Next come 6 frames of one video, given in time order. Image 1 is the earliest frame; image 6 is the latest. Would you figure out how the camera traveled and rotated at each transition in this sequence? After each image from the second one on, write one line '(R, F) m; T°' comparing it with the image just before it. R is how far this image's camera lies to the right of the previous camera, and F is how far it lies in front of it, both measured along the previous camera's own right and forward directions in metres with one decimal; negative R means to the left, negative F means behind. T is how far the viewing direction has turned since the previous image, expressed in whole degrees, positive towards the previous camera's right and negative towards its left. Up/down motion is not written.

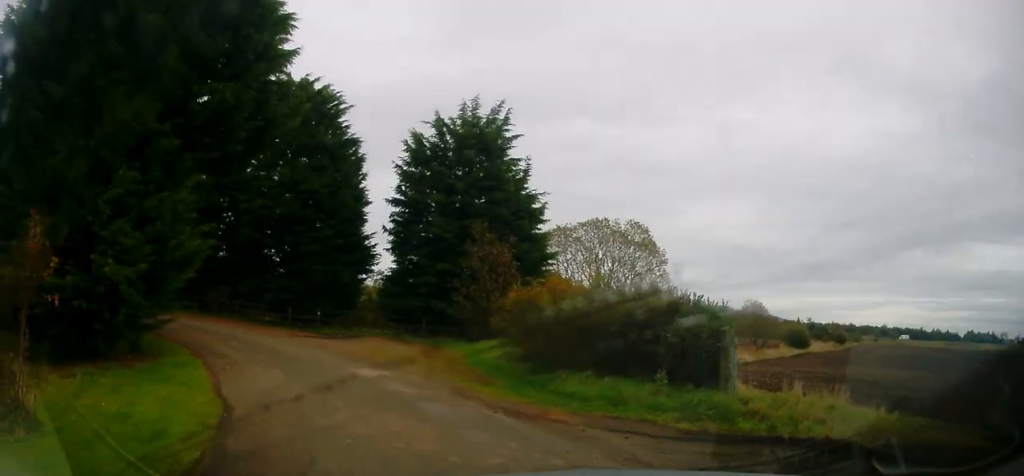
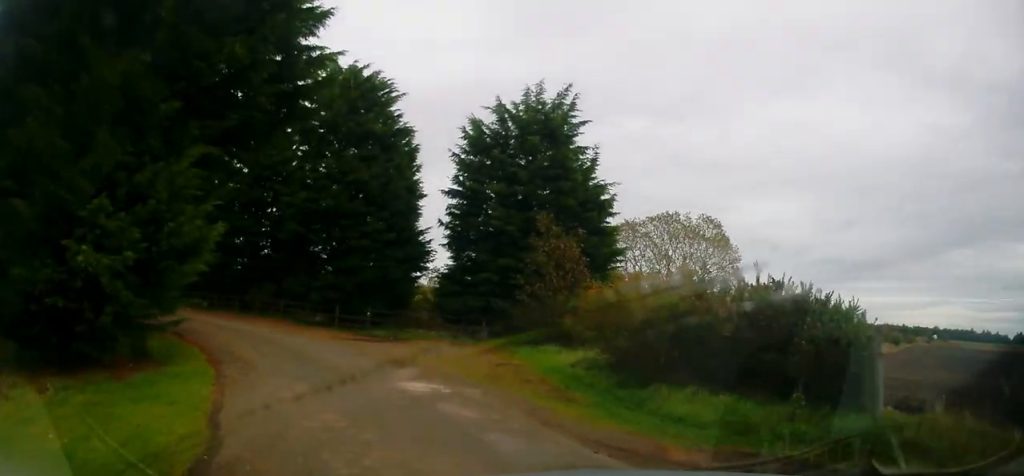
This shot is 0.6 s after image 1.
(-0.4, +2.3) m; -9°
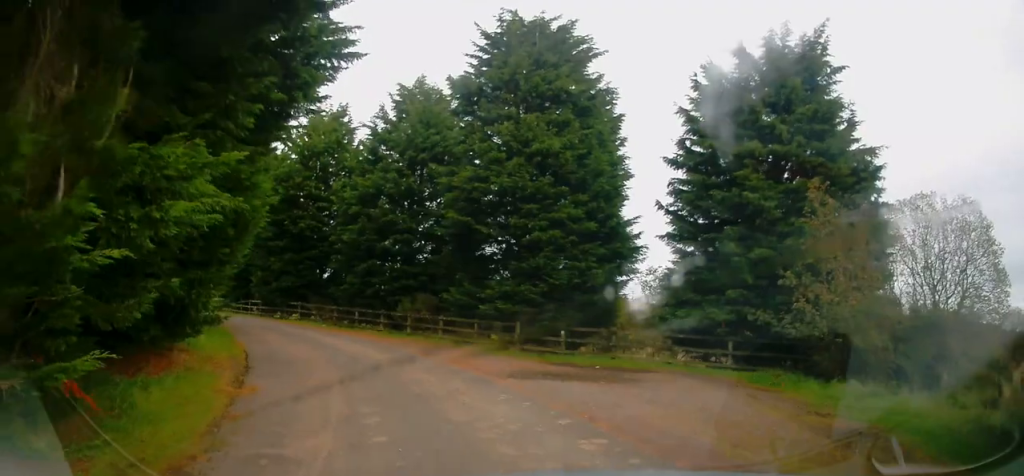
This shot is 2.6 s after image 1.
(-1.0, +8.2) m; -13°
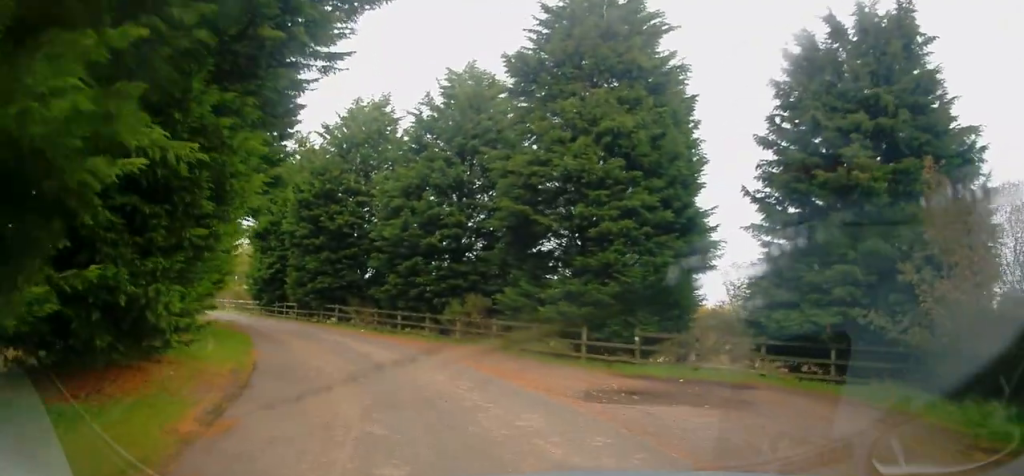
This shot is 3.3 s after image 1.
(-0.1, +3.1) m; -6°
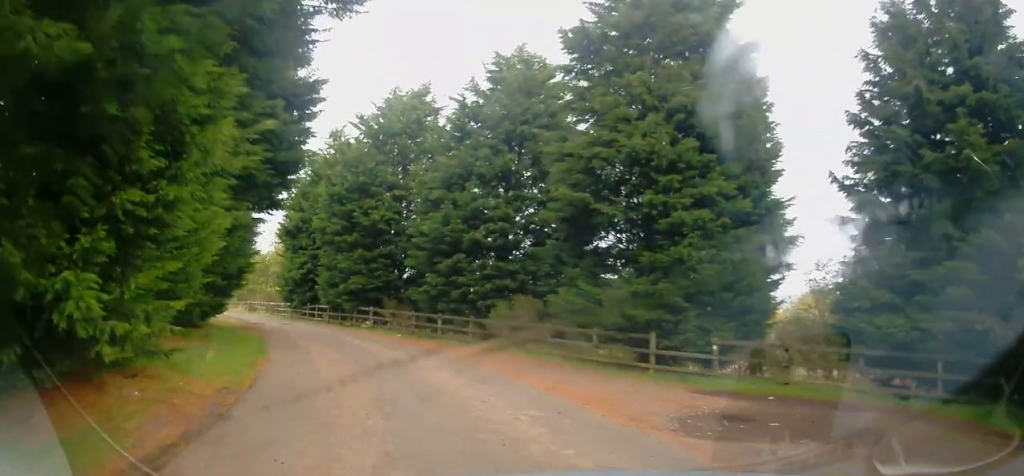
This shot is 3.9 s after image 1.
(-0.2, +2.8) m; -6°
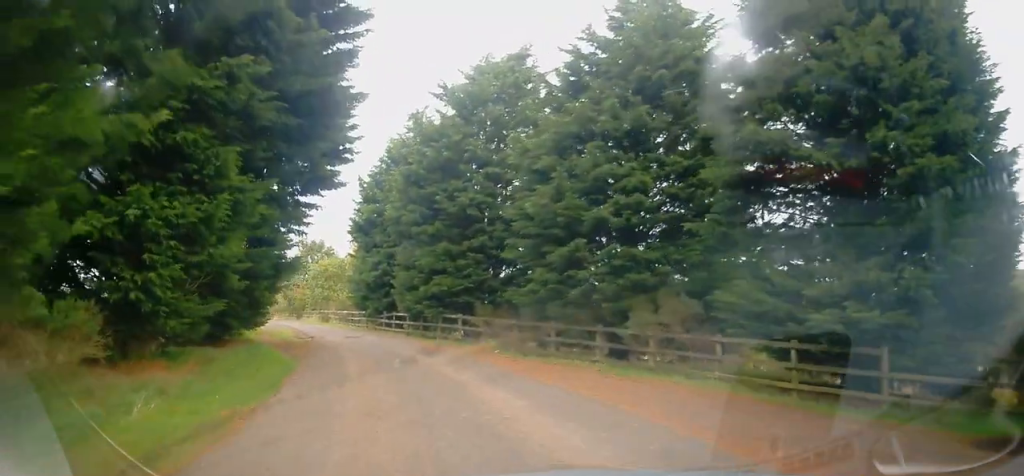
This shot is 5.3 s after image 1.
(-0.7, +6.7) m; -10°
